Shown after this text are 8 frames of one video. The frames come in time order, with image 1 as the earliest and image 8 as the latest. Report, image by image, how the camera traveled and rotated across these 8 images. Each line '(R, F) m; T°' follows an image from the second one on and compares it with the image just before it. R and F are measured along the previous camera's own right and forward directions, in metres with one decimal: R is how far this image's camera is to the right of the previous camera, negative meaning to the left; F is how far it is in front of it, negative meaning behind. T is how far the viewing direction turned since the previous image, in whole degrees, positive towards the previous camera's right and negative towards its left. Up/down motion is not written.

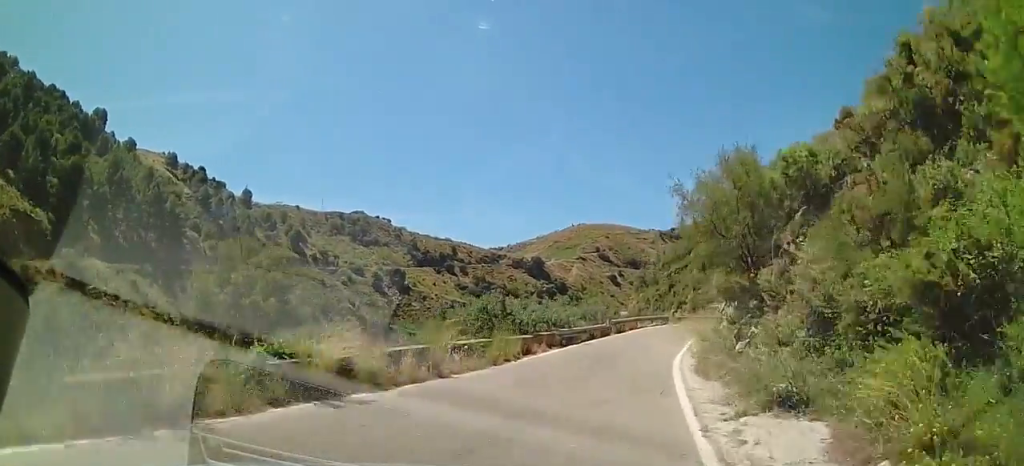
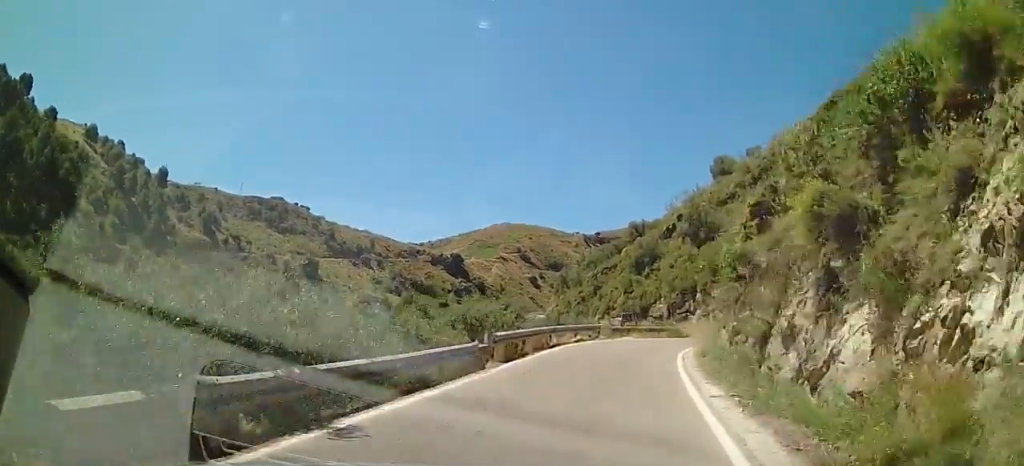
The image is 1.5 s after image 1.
(+1.4, +16.3) m; +9°
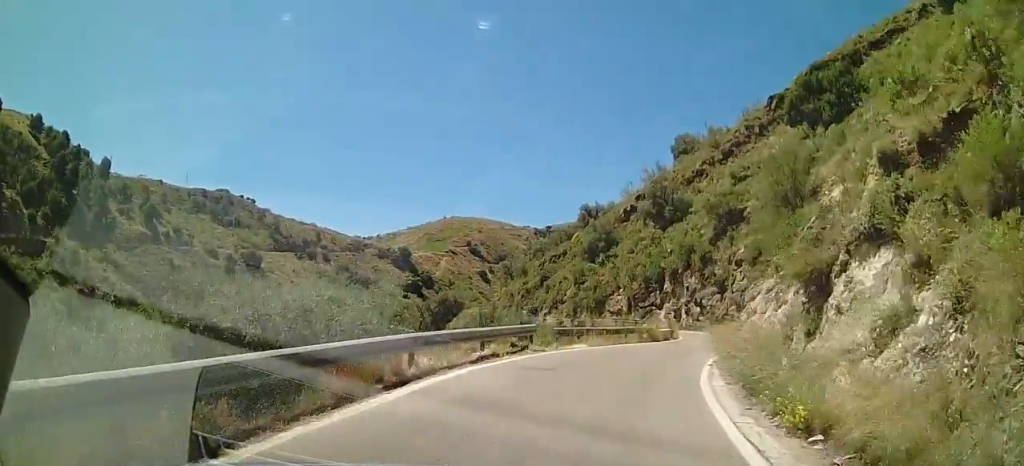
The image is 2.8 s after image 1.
(+0.8, +12.7) m; +9°
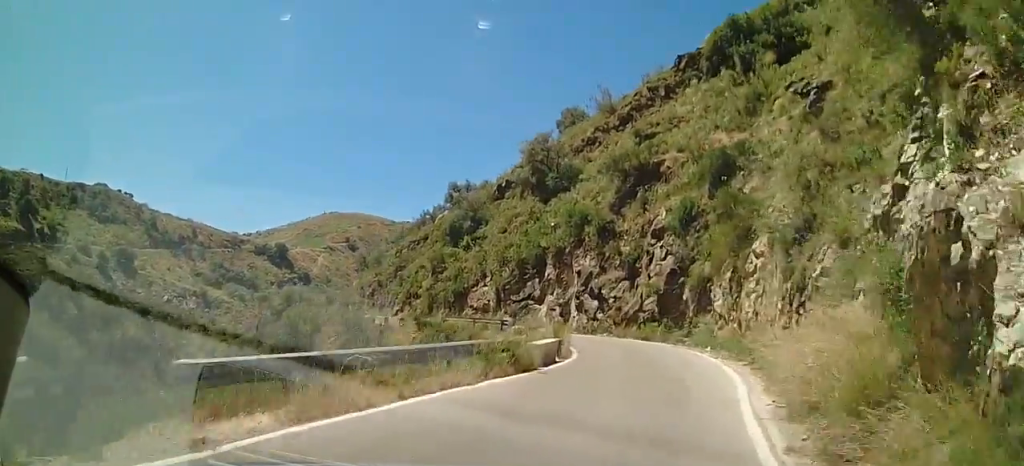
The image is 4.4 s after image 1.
(+2.1, +15.4) m; +12°
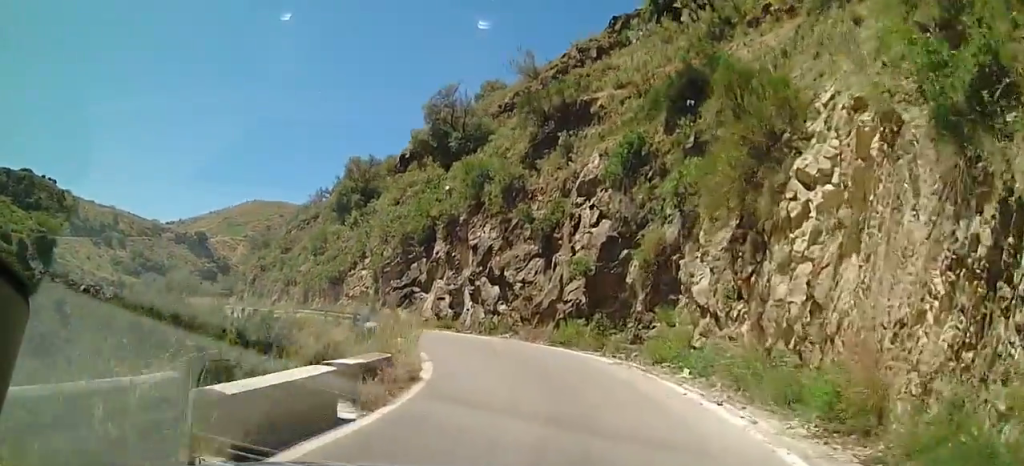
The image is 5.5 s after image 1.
(+0.3, +9.9) m; +1°
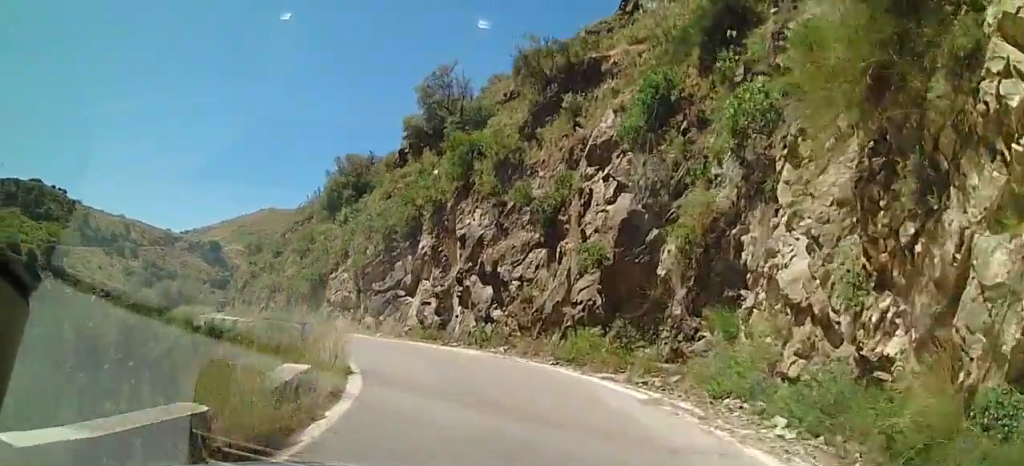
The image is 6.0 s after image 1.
(0.0, +4.8) m; -5°
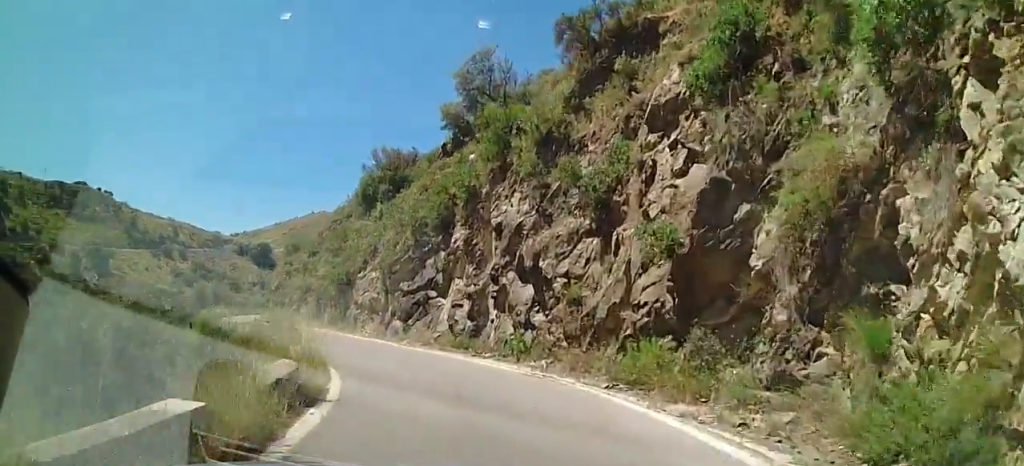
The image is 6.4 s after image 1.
(+0.2, +3.3) m; -5°
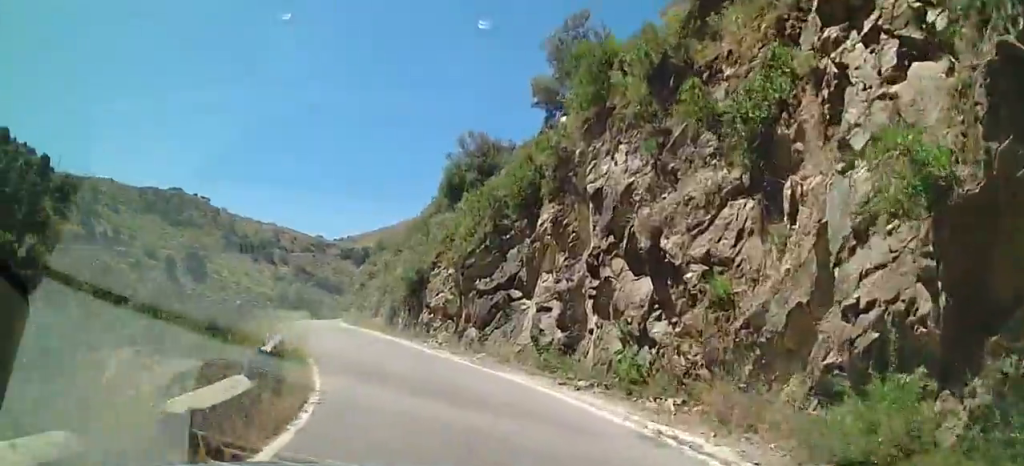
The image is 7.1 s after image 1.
(-0.6, +5.0) m; -8°
